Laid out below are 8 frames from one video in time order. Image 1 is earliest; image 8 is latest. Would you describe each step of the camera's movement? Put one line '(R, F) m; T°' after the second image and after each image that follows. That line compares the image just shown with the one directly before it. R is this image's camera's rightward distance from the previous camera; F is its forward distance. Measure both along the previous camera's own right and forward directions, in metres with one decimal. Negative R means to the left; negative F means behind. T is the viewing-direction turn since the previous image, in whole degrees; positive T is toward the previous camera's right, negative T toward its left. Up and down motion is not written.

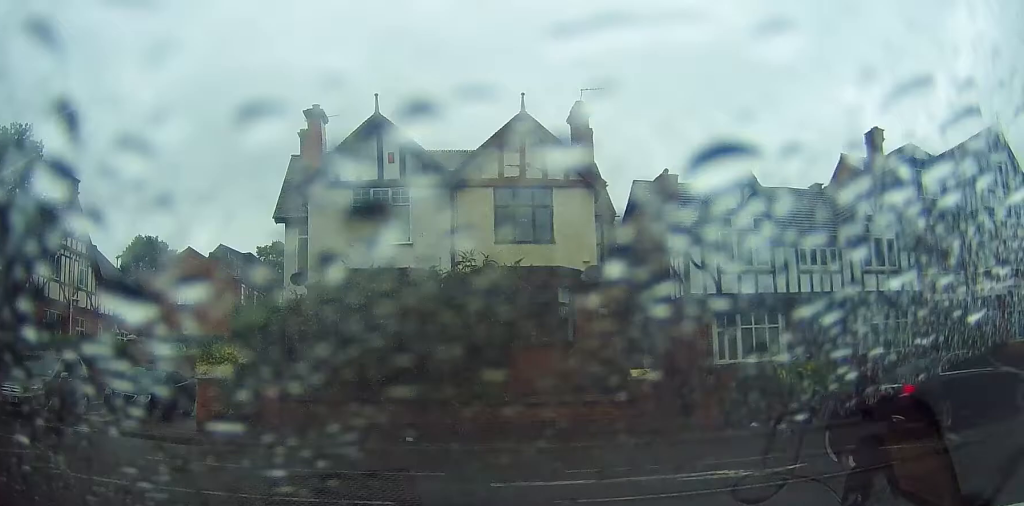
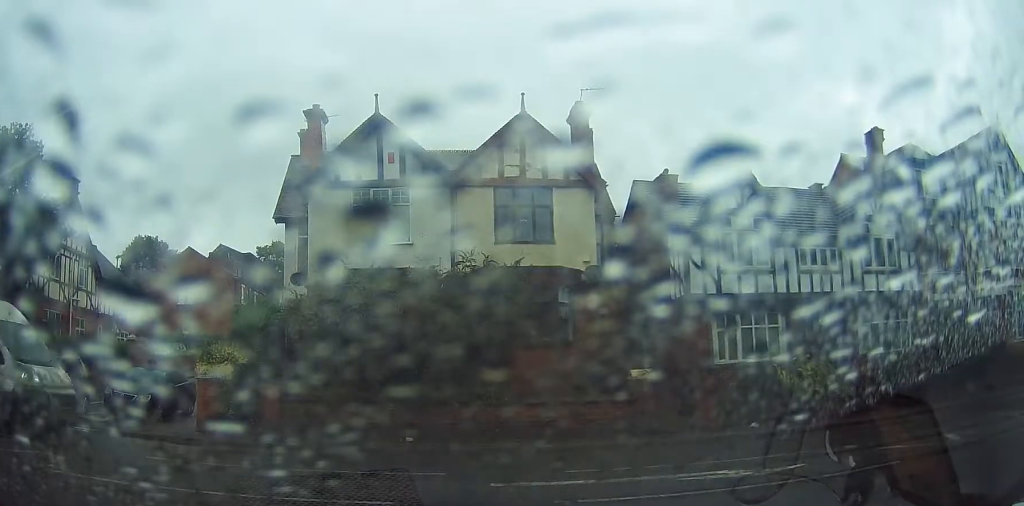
(0.0, 0.0) m; 0°
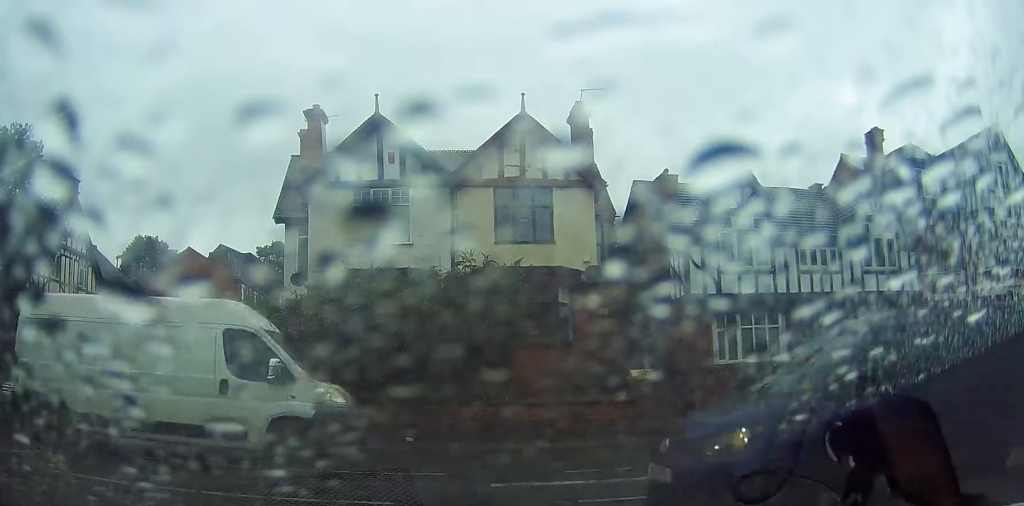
(0.0, +0.1) m; 0°
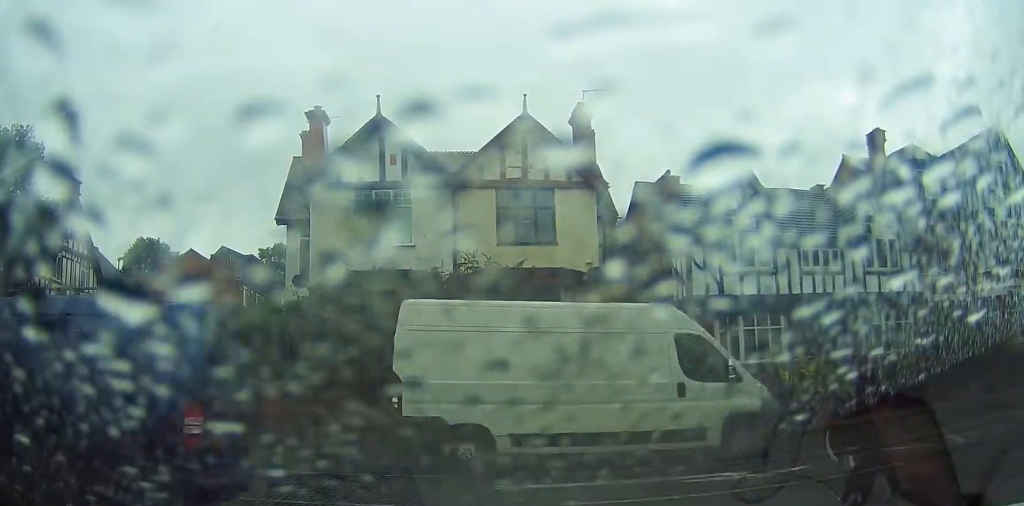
(0.0, +0.2) m; 0°
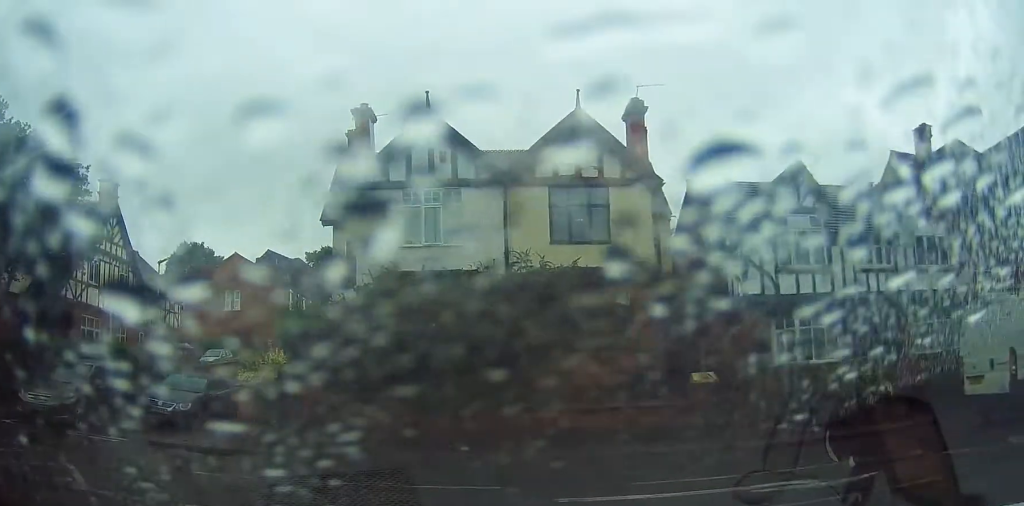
(+0.1, +1.2) m; 0°
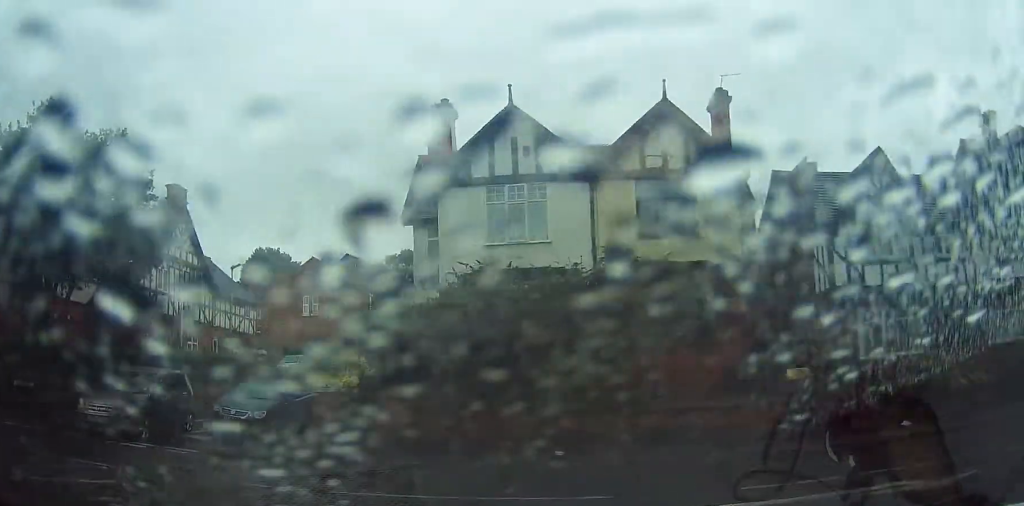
(0.0, +0.7) m; 0°
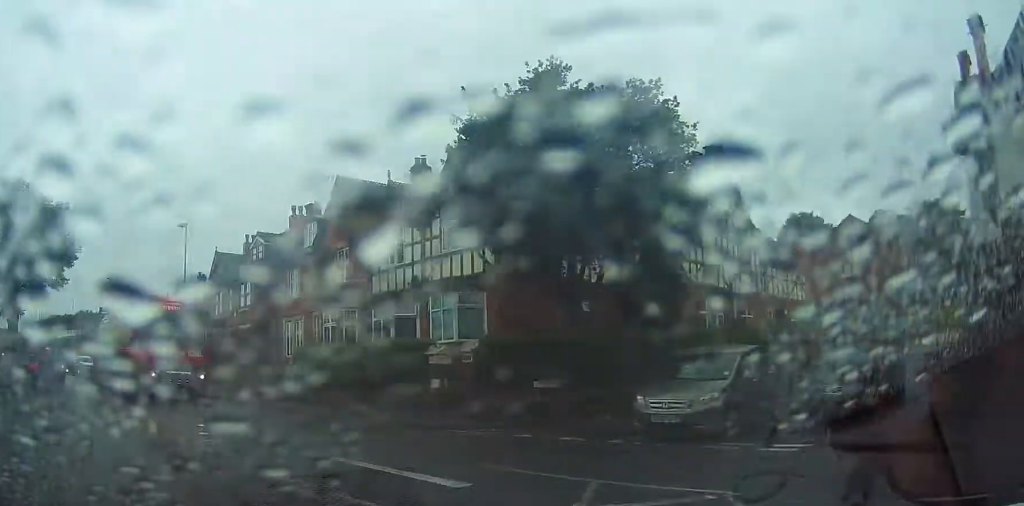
(-0.1, +3.6) m; -11°
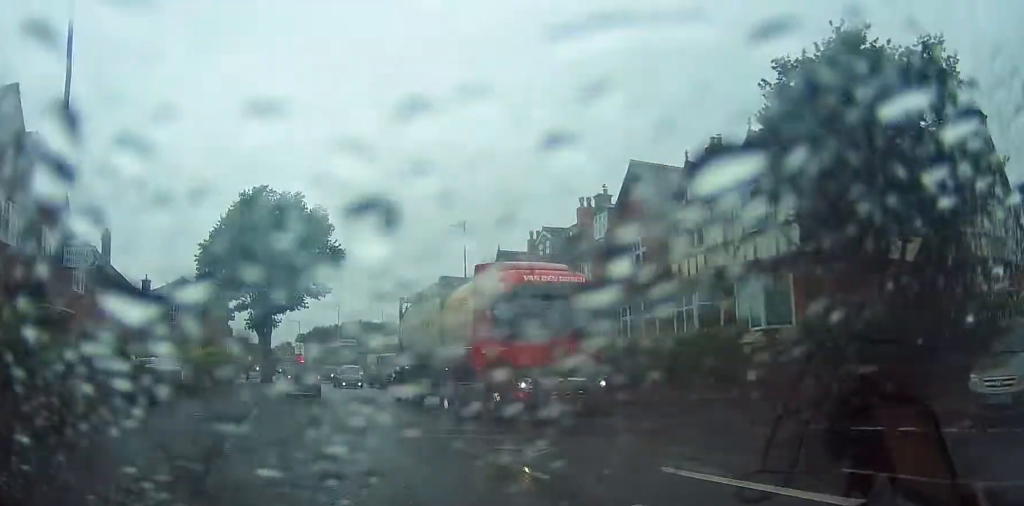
(+0.1, +2.2) m; -17°
